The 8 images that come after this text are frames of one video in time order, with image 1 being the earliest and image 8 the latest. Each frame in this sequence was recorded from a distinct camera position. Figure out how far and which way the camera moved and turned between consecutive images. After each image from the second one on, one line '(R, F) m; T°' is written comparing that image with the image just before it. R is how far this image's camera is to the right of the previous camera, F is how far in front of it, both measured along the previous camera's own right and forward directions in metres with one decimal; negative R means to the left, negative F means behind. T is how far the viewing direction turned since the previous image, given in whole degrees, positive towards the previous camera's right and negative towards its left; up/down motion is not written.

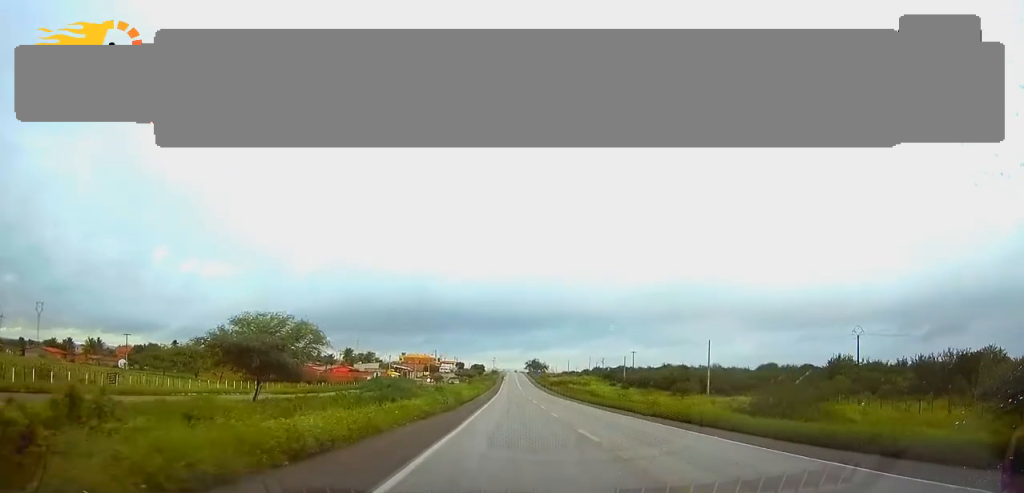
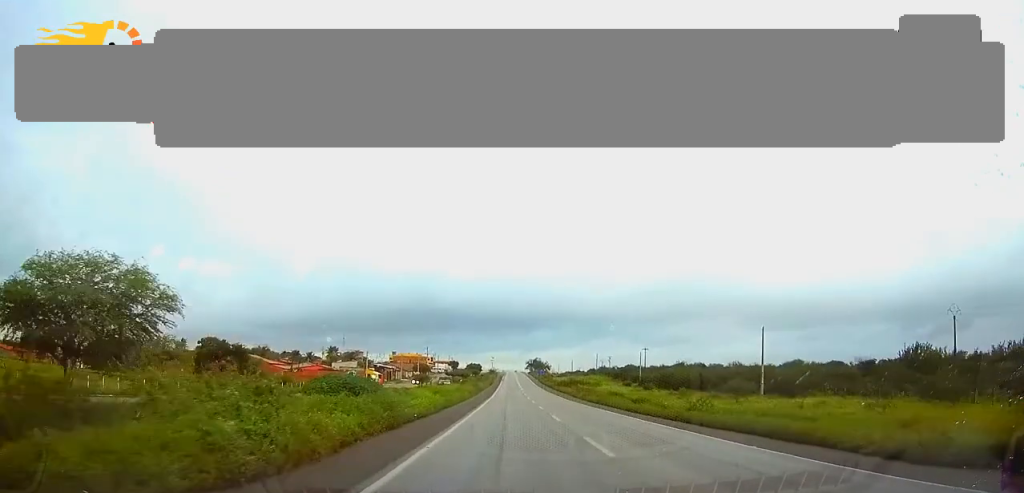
(+0.1, +27.3) m; 0°
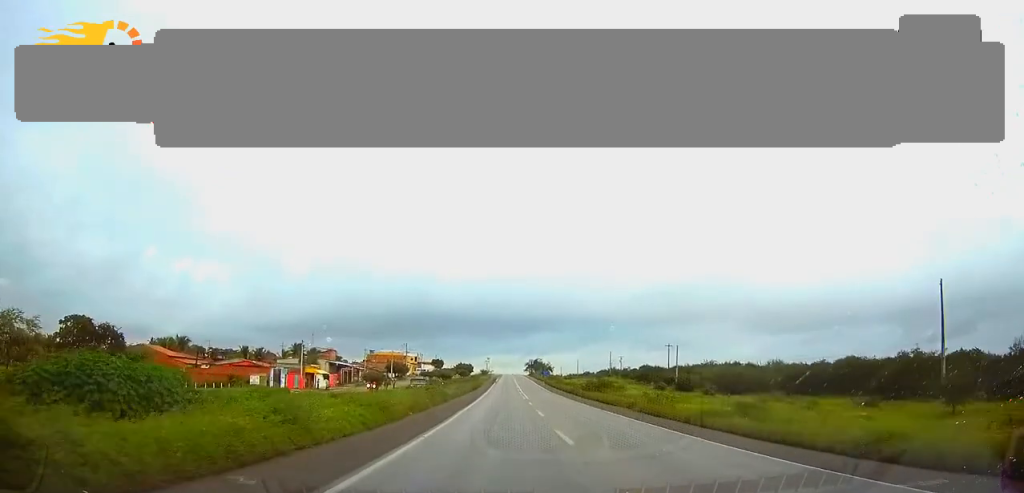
(0.0, +45.0) m; 0°
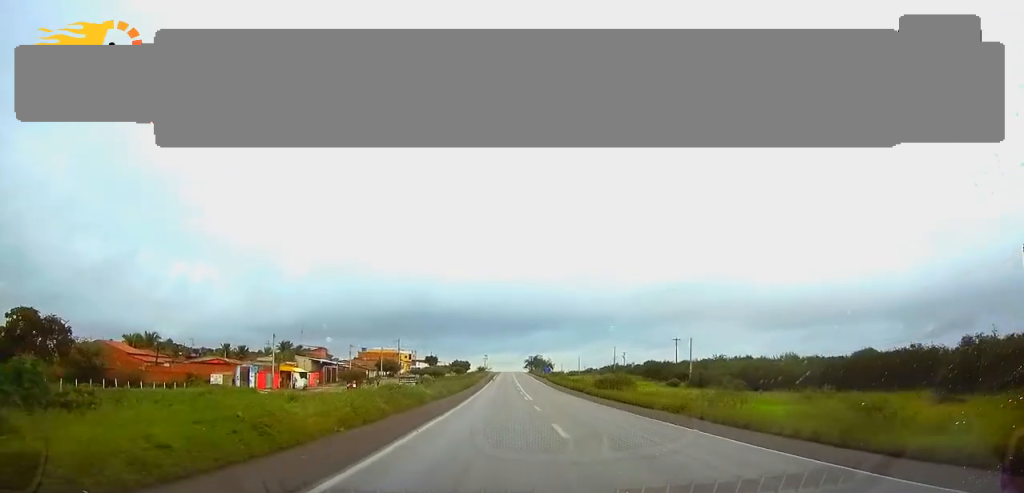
(0.0, +12.4) m; 0°
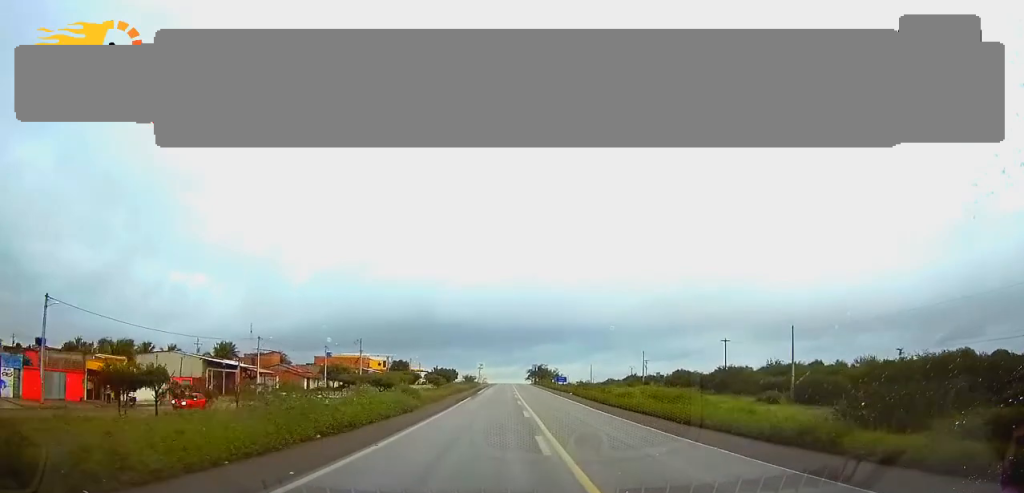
(+0.1, +50.6) m; 0°
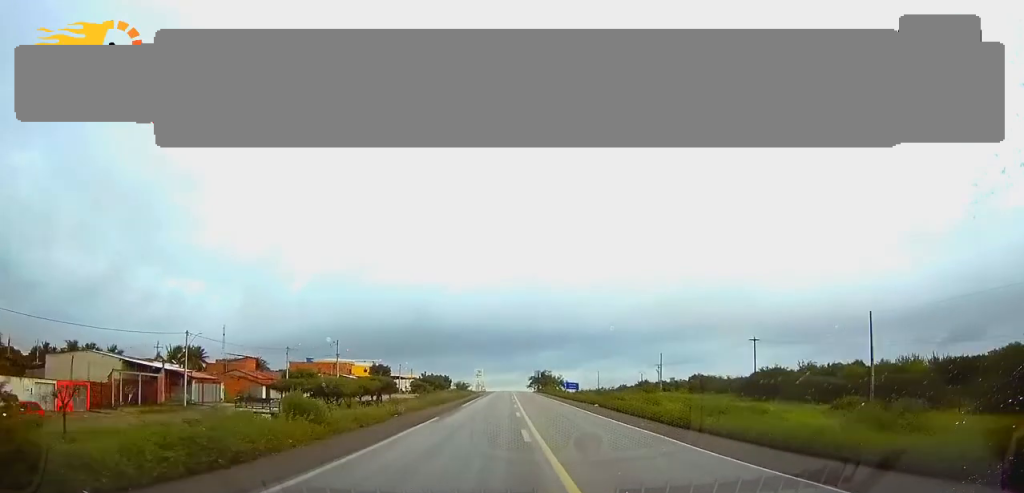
(0.0, +20.5) m; 0°
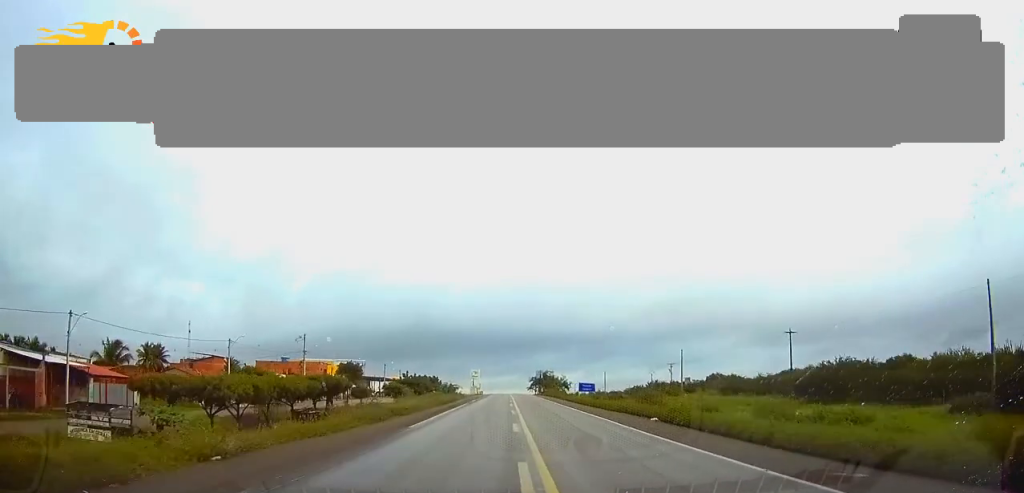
(0.0, +20.5) m; 0°
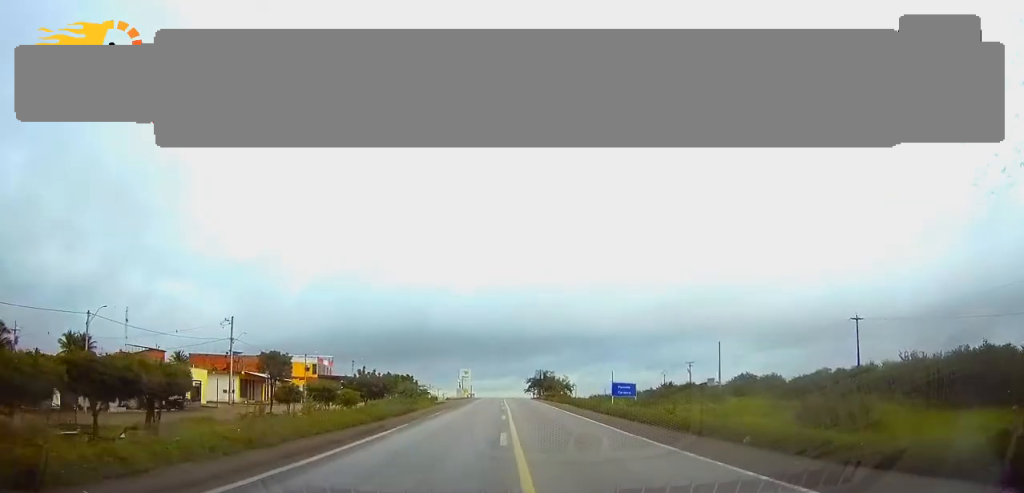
(+0.1, +28.4) m; 0°
